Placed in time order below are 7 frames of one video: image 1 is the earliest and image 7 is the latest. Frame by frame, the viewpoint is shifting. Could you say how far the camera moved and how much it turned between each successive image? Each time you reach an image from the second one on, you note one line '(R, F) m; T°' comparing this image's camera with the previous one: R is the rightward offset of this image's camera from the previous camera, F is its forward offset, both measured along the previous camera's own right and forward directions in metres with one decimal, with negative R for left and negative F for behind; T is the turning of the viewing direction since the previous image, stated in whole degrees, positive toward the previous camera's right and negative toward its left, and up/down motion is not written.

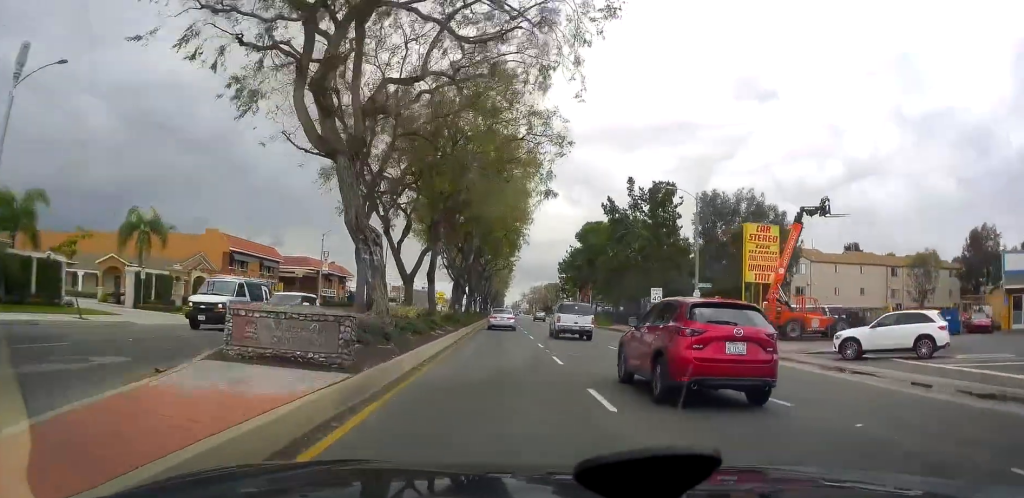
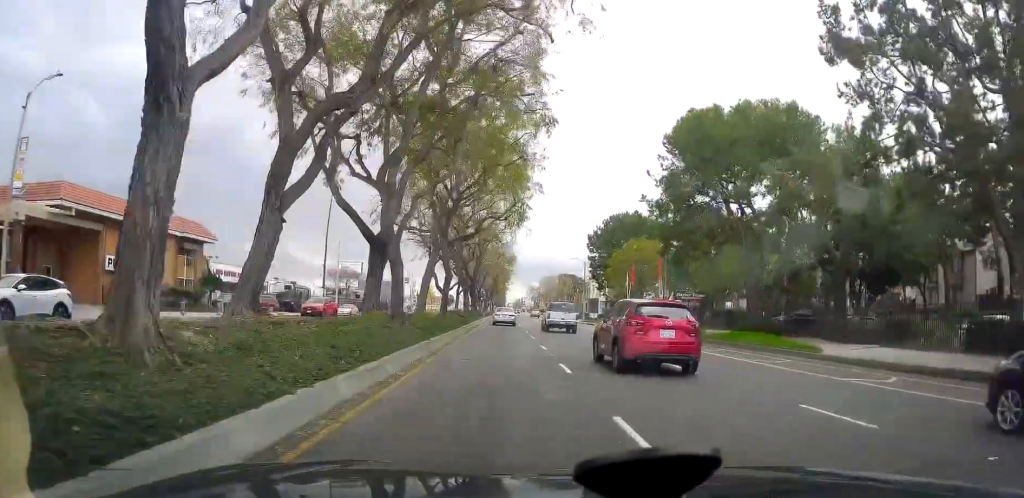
(0.0, +47.4) m; -1°
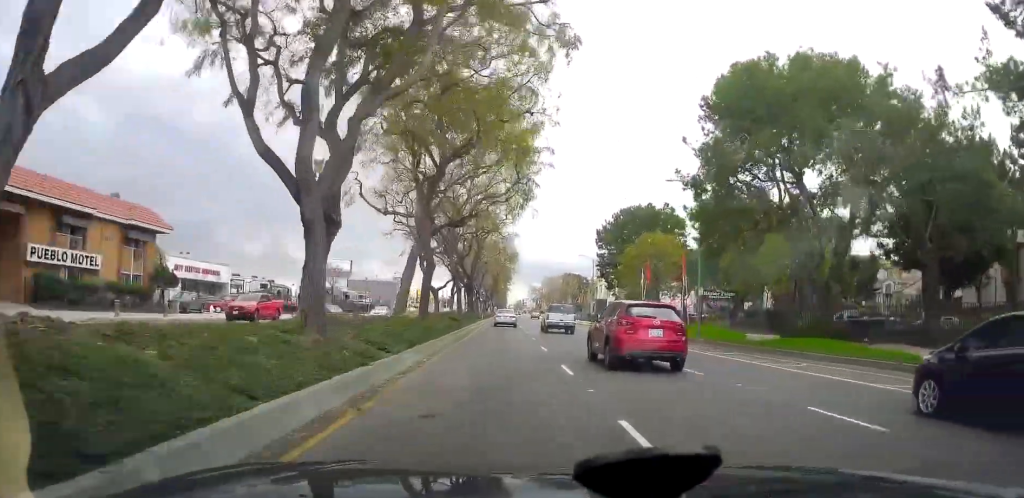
(-0.1, +7.6) m; 0°
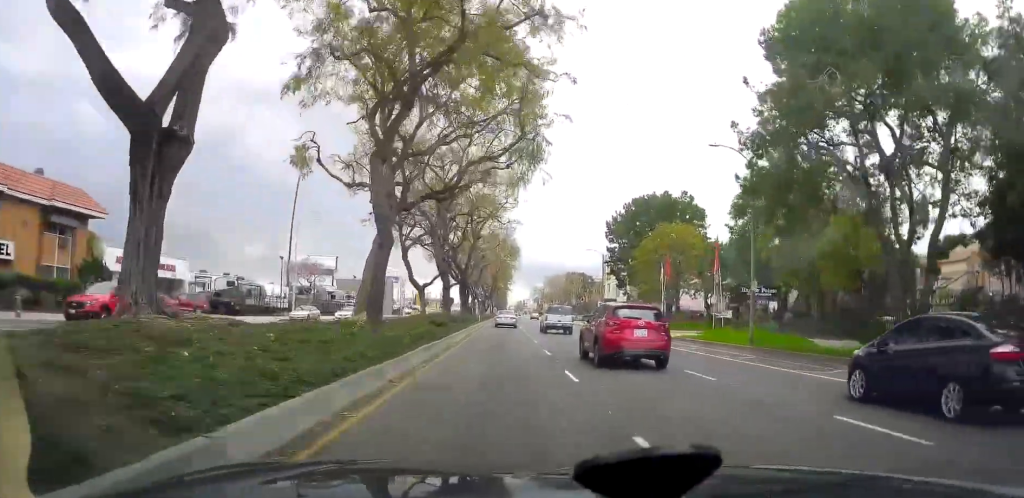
(-0.2, +8.2) m; 0°
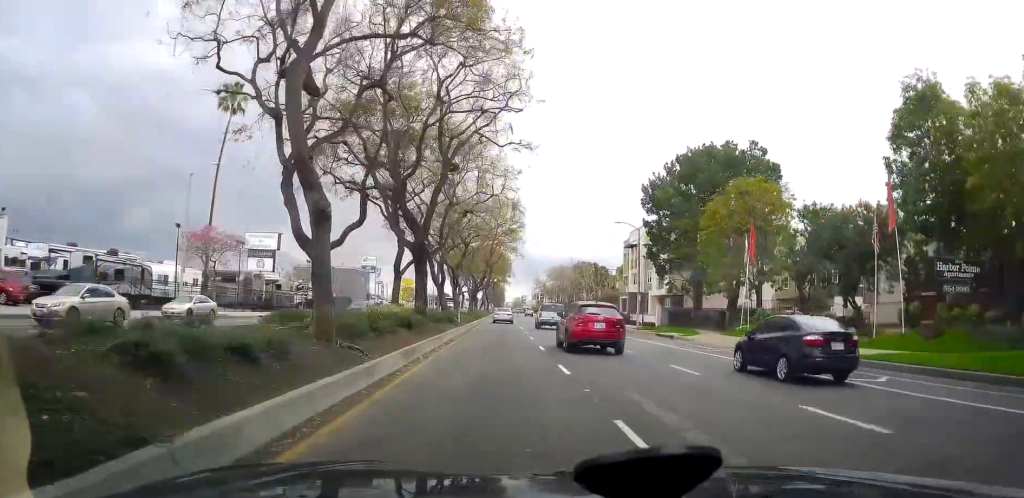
(+0.5, +21.3) m; +2°
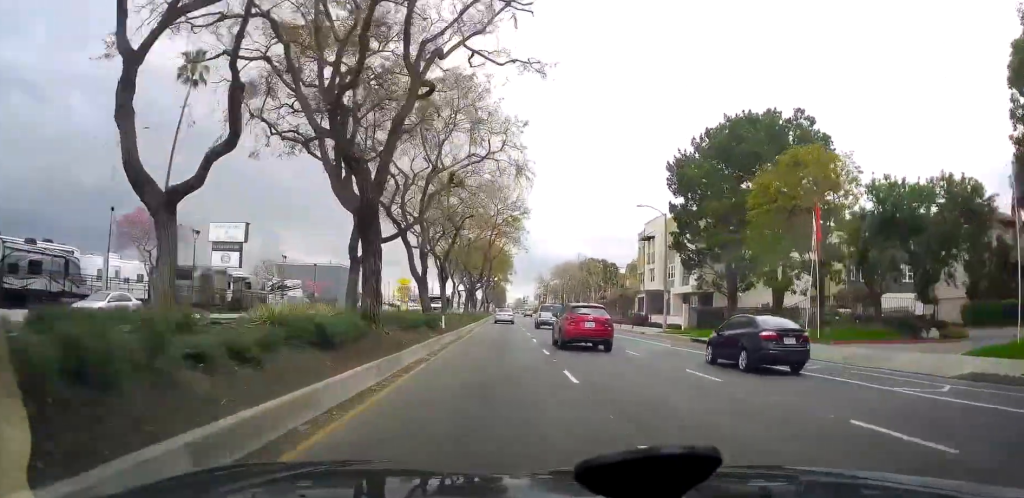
(0.0, +8.8) m; 0°
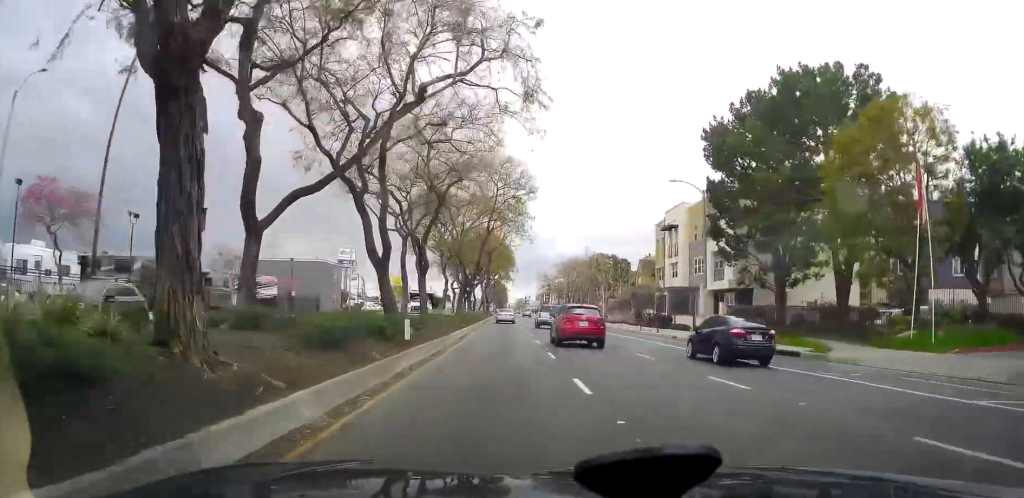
(0.0, +8.9) m; 0°
